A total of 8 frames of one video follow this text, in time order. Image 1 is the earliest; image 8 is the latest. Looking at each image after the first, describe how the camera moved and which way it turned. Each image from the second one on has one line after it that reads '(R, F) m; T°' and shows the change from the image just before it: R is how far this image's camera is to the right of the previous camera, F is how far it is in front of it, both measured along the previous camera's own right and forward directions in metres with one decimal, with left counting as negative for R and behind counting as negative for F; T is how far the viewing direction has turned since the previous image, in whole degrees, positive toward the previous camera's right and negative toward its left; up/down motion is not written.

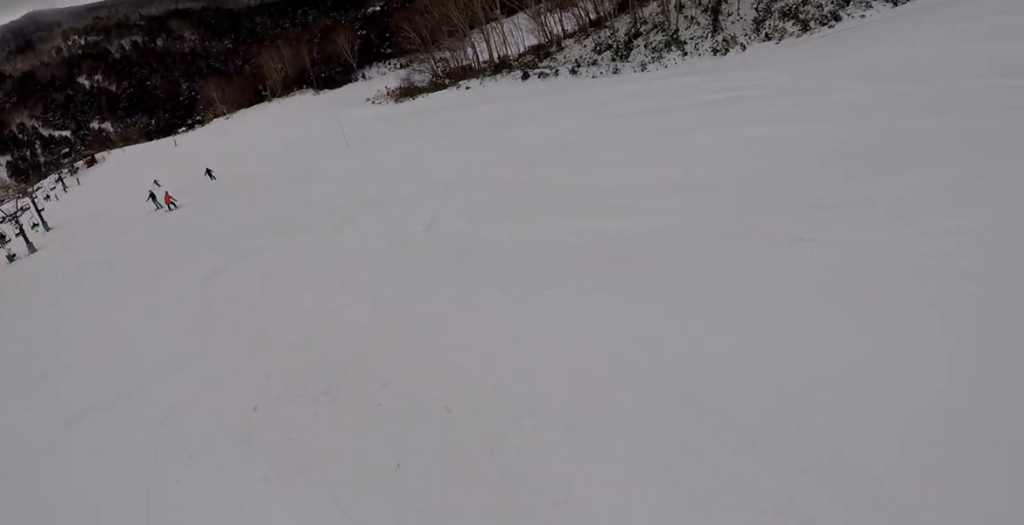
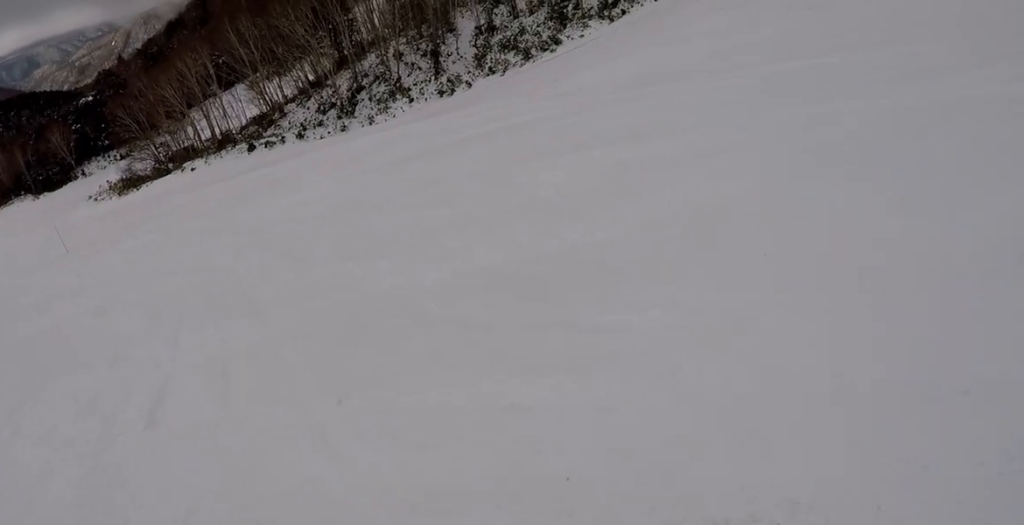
(+0.1, +3.7) m; +9°
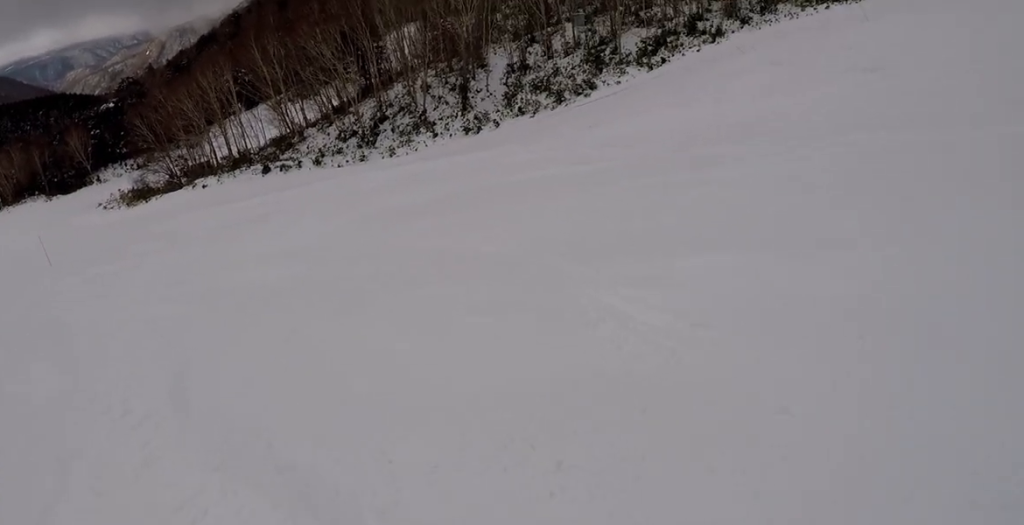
(+0.4, +3.6) m; -4°
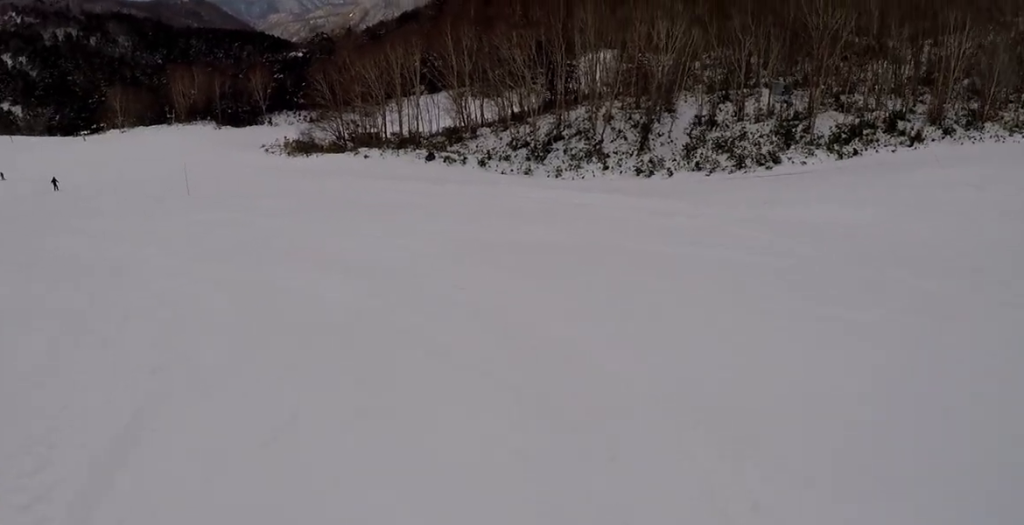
(+0.1, +2.0) m; -8°
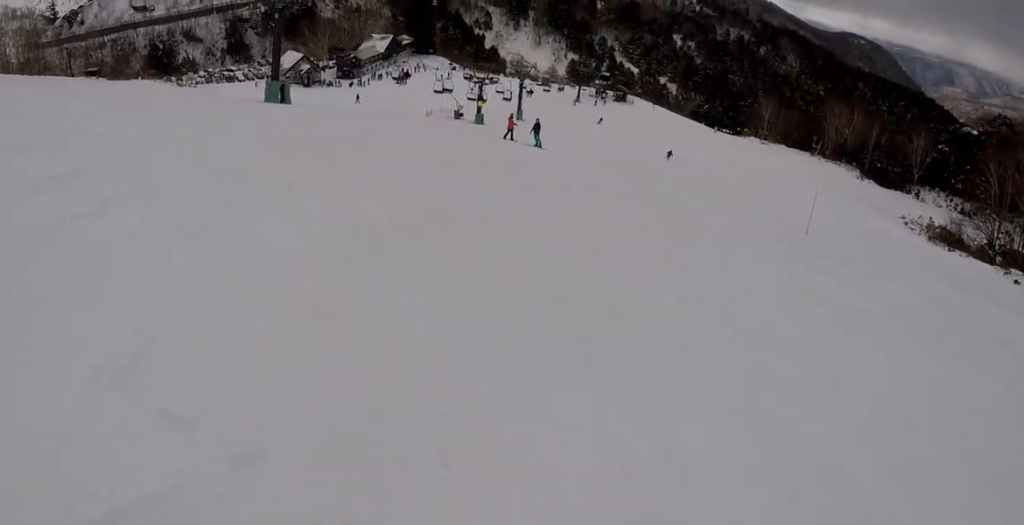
(-4.9, +6.4) m; -48°
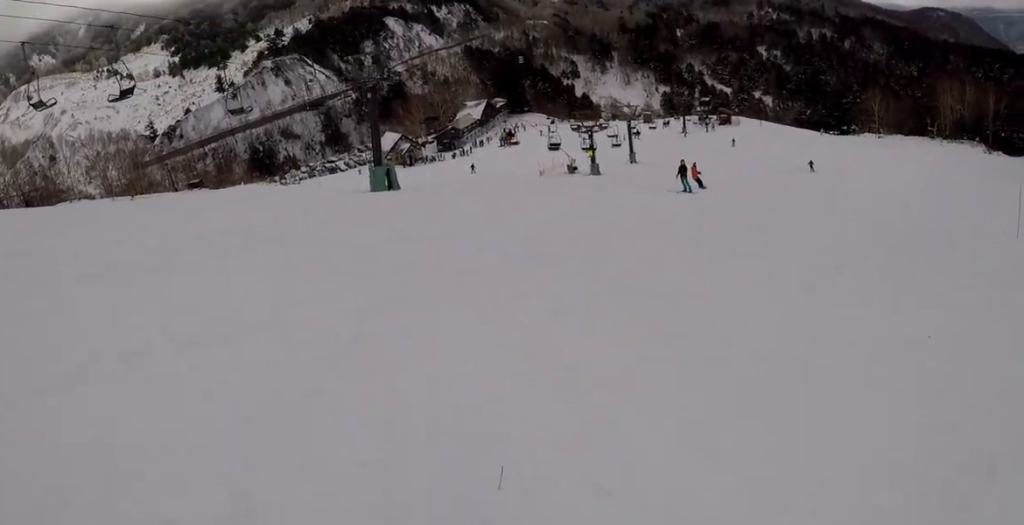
(+0.5, +4.9) m; +11°
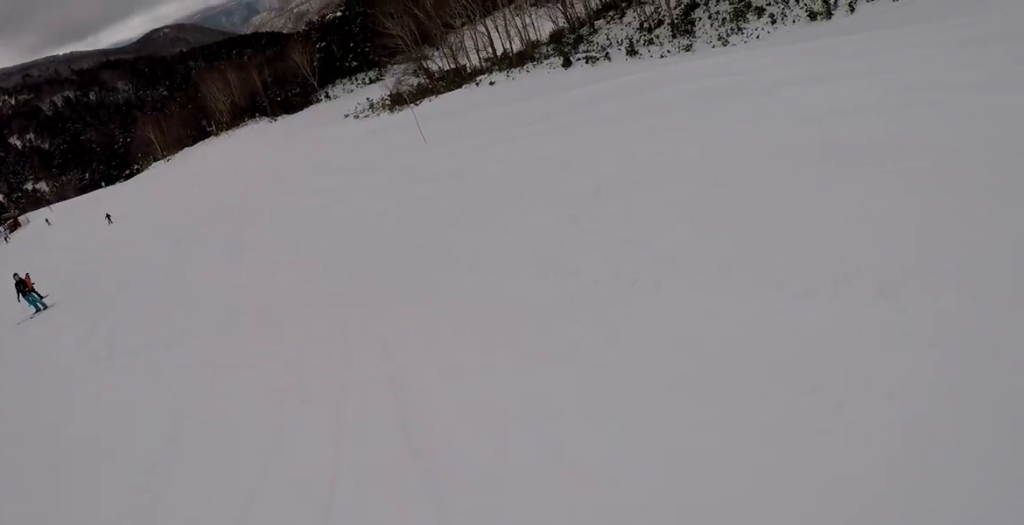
(+2.1, +6.6) m; +36°
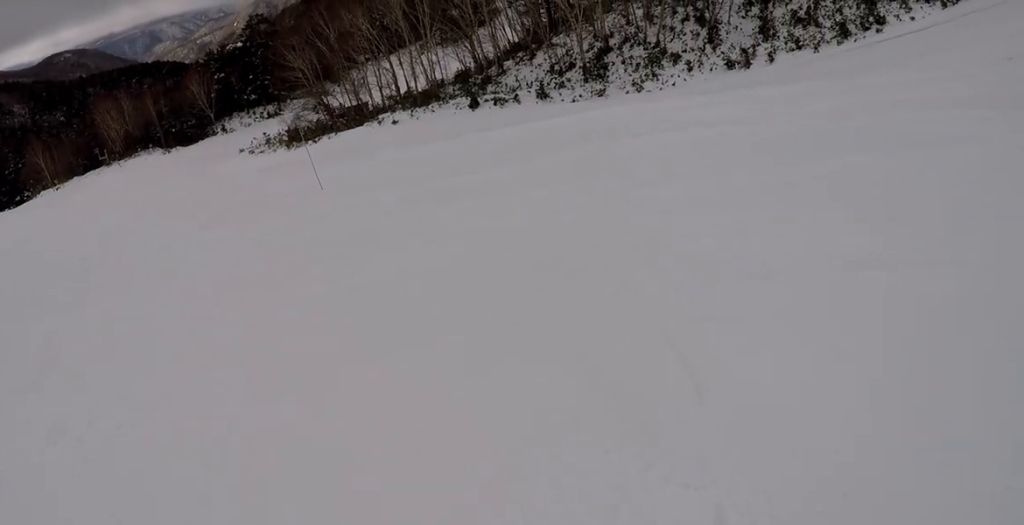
(+1.1, +3.4) m; +5°
